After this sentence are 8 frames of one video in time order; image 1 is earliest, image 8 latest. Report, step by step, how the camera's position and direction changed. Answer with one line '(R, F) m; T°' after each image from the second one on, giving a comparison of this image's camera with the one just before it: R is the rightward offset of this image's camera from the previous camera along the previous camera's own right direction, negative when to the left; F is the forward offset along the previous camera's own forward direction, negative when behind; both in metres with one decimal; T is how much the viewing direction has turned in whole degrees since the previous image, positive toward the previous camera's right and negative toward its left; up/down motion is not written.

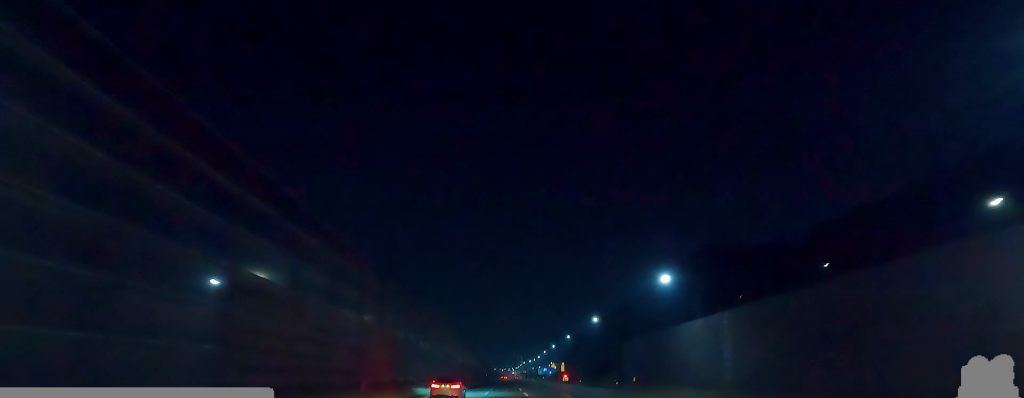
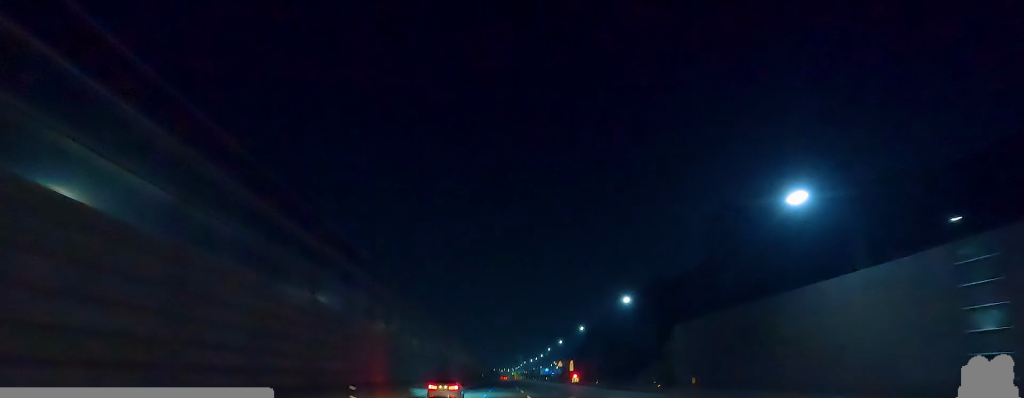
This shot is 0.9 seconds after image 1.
(+0.3, +26.1) m; +2°
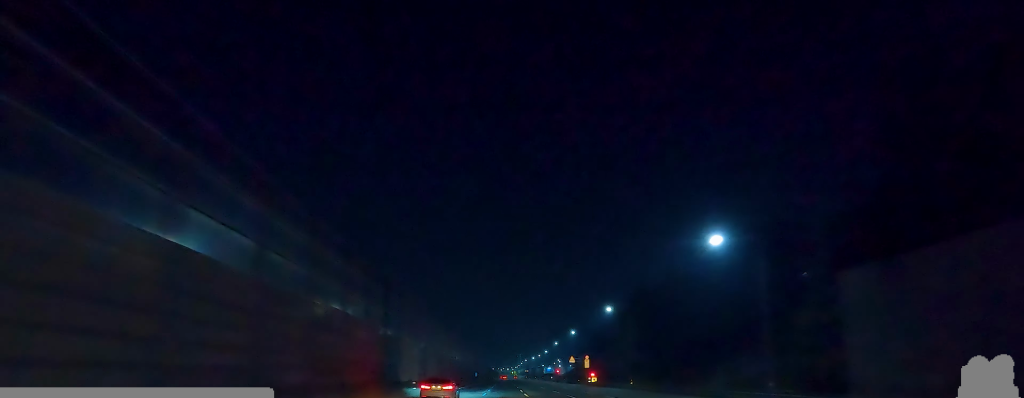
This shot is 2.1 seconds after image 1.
(+0.6, +31.8) m; +1°
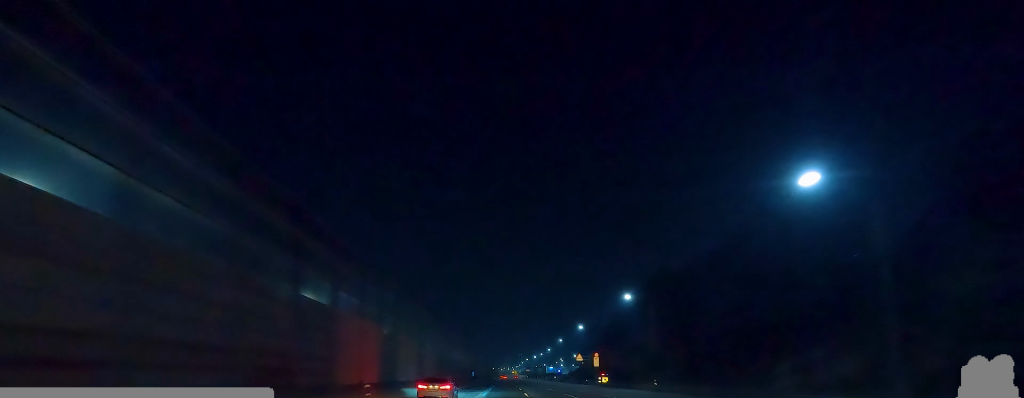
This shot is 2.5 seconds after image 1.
(0.0, +13.0) m; 0°
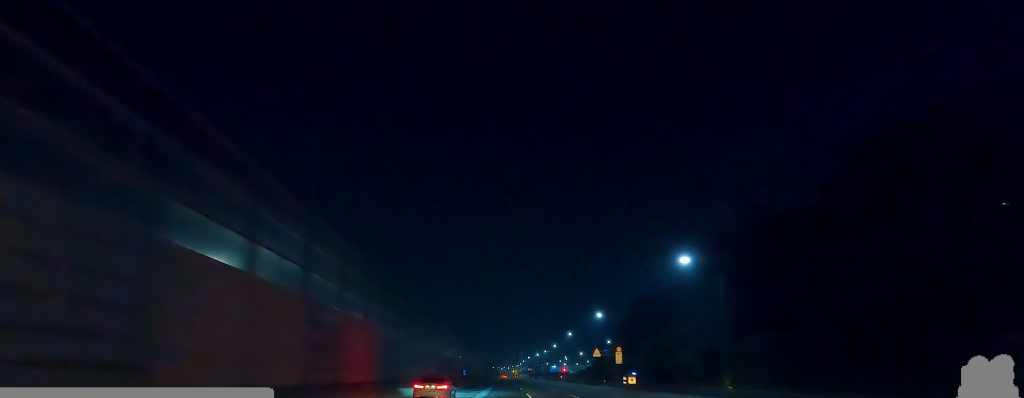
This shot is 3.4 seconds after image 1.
(0.0, +23.2) m; +1°
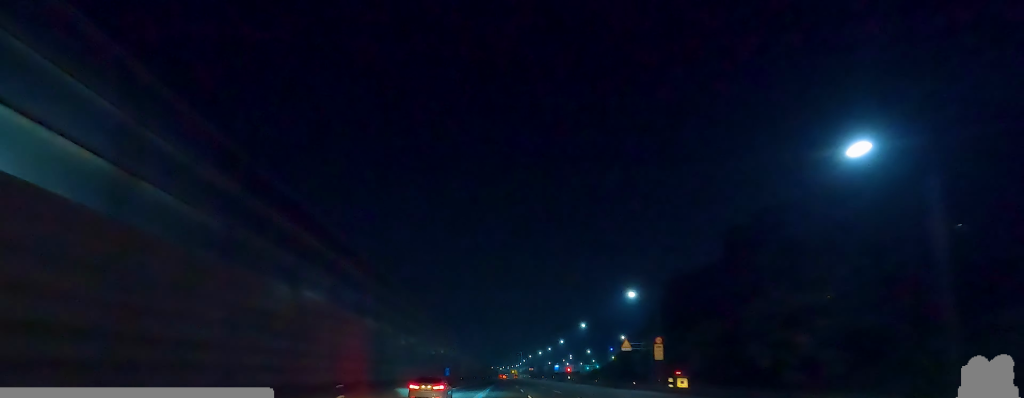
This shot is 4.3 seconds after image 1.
(+0.4, +24.5) m; +1°
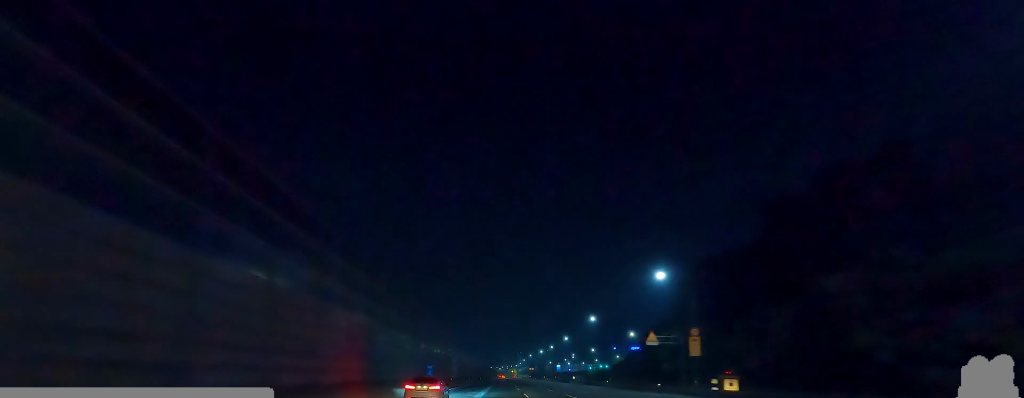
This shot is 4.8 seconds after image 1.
(0.0, +13.6) m; 0°
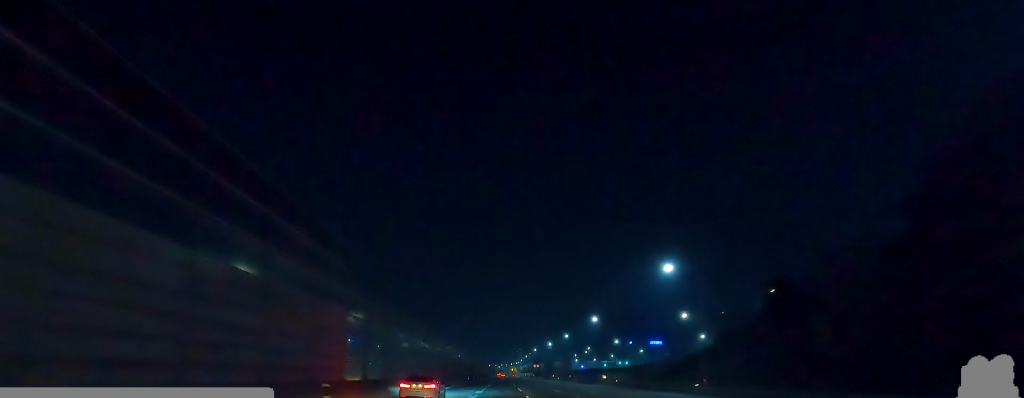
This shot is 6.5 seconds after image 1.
(-0.5, +47.8) m; -1°
